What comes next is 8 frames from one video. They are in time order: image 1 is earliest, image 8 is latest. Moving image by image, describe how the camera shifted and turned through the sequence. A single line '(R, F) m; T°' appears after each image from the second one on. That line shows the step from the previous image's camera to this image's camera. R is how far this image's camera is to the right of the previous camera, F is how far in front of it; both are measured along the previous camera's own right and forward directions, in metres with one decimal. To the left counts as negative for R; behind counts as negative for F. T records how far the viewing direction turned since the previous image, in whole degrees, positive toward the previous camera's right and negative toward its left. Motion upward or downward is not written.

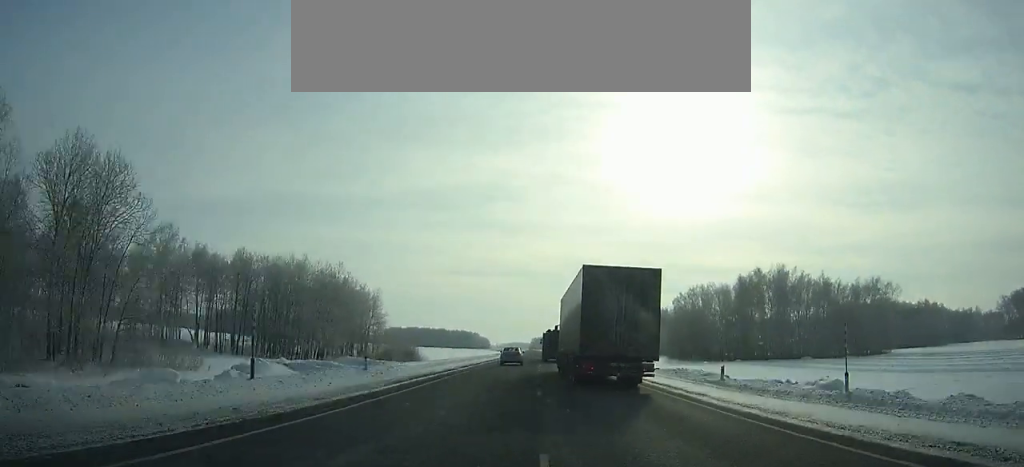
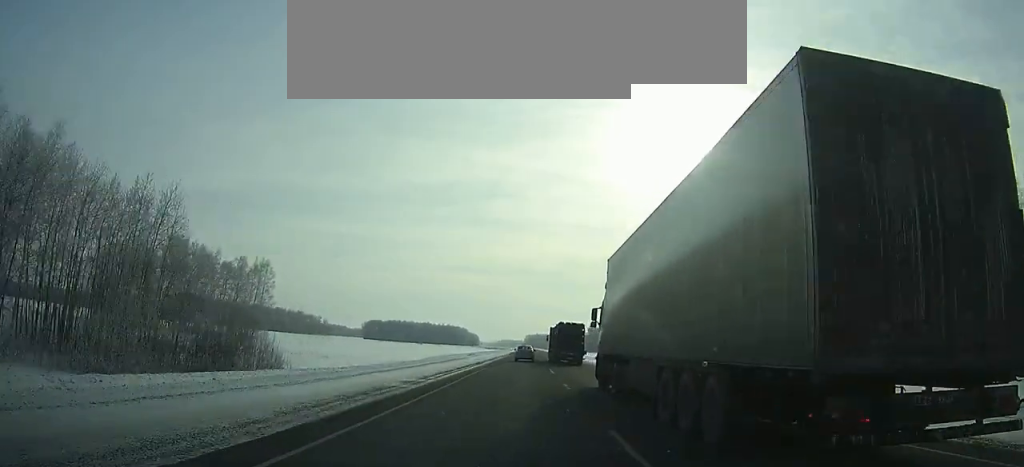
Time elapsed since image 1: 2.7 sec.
(0.0, +72.8) m; 0°
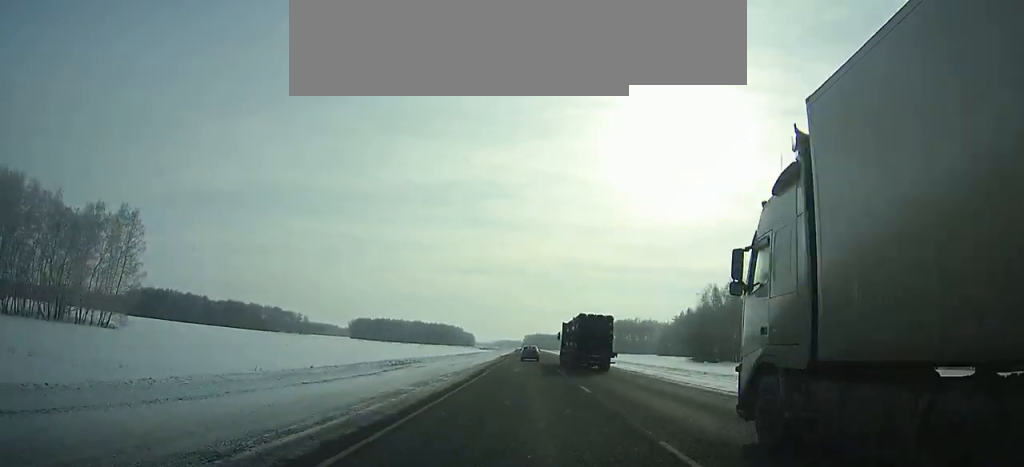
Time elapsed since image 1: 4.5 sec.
(0.0, +50.6) m; 0°
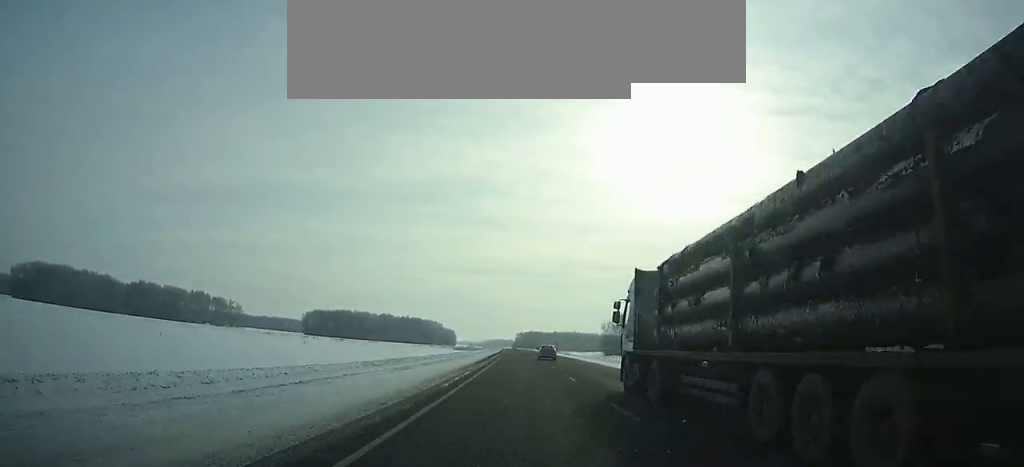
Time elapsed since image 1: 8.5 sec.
(+0.3, +114.8) m; 0°
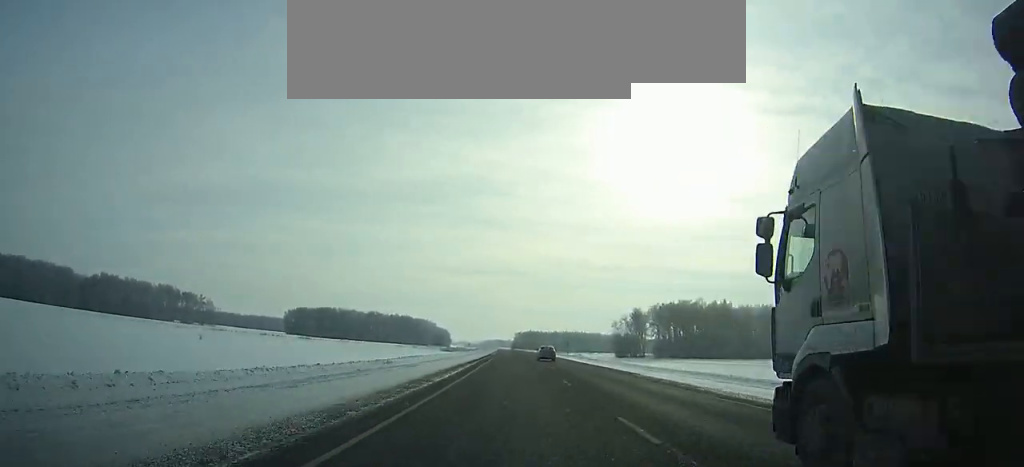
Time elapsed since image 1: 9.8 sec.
(+0.1, +37.8) m; 0°
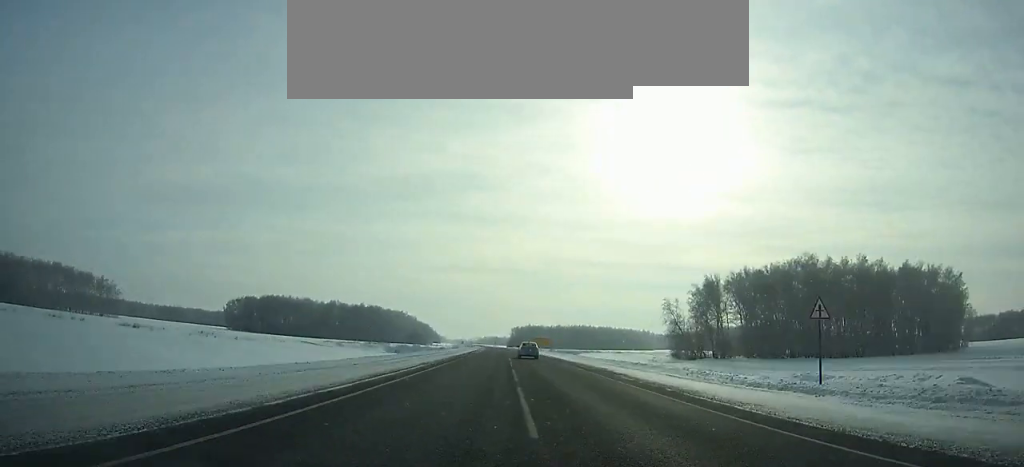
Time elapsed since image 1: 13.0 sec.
(+0.1, +92.7) m; -1°
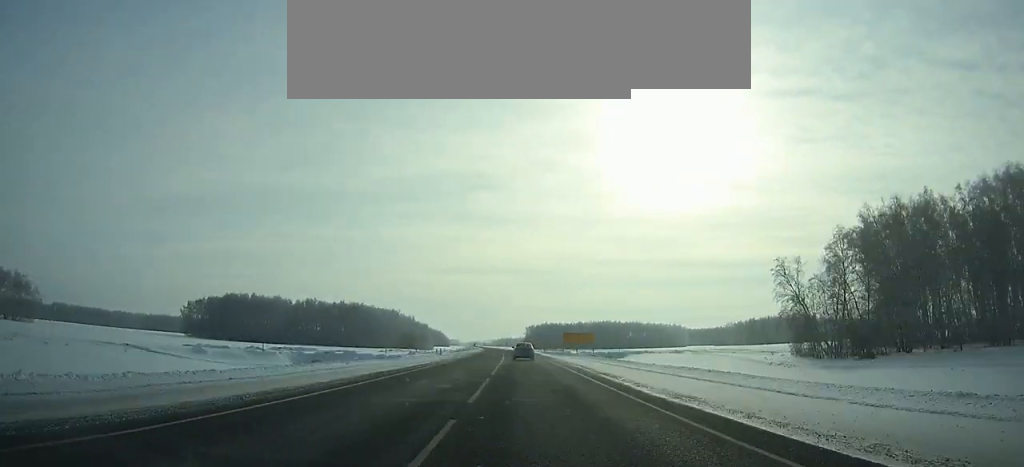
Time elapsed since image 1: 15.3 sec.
(-0.2, +66.0) m; -1°
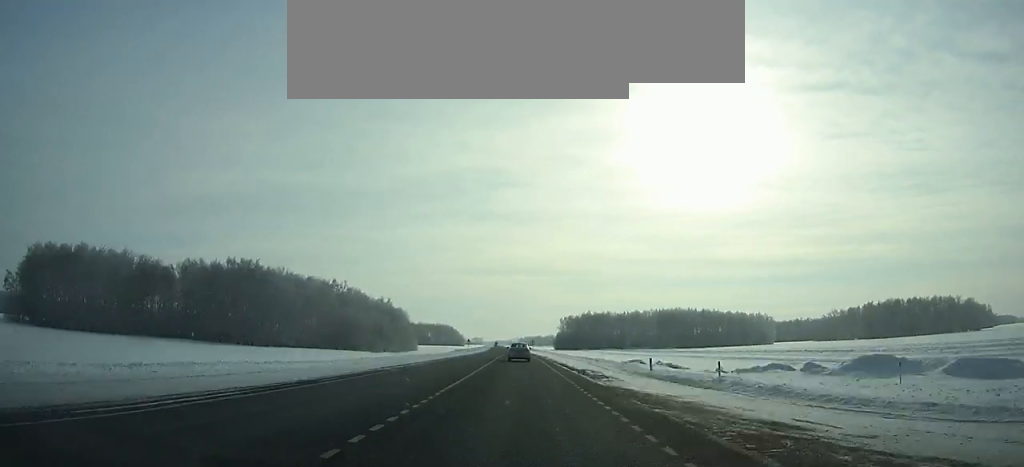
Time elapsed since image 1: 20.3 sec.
(-4.2, +140.5) m; -3°
